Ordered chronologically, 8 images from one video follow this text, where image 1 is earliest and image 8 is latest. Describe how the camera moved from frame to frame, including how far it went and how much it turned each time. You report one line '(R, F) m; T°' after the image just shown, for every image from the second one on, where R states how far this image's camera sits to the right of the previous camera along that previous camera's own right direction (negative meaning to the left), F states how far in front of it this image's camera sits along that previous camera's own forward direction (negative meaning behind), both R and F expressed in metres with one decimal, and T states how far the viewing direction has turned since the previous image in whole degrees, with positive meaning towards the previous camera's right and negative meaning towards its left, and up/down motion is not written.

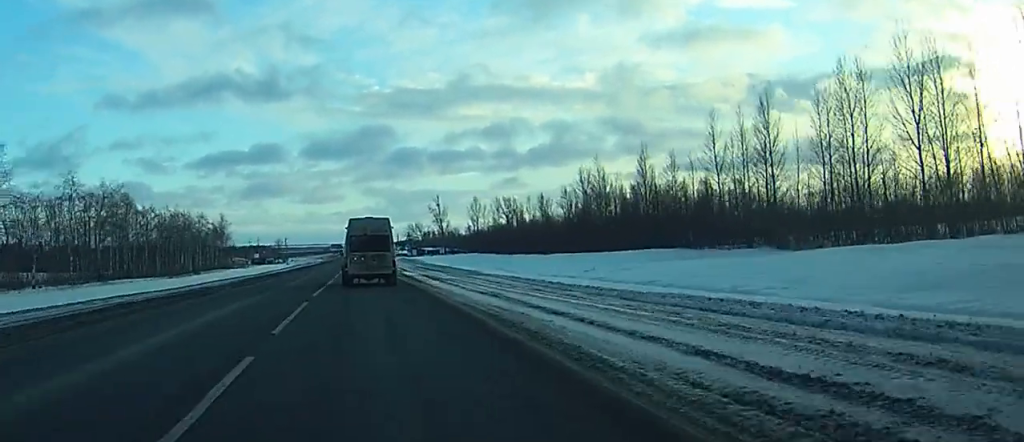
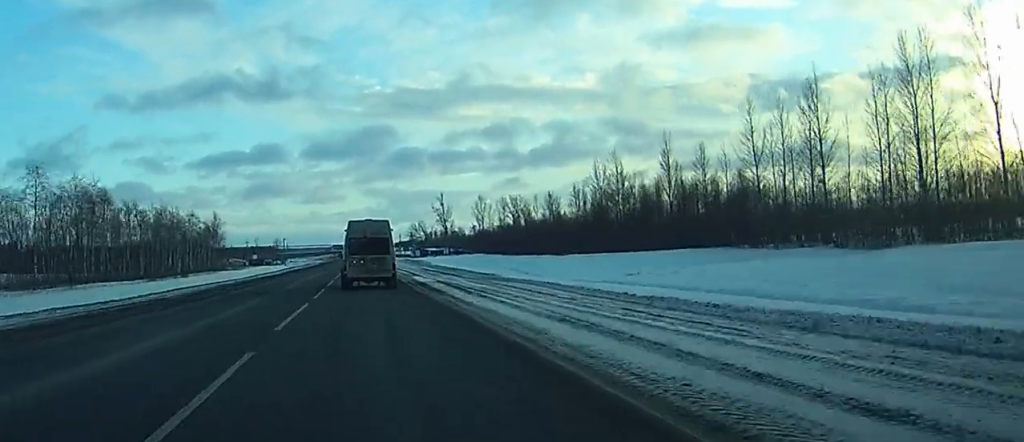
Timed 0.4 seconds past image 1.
(0.0, +11.4) m; 0°
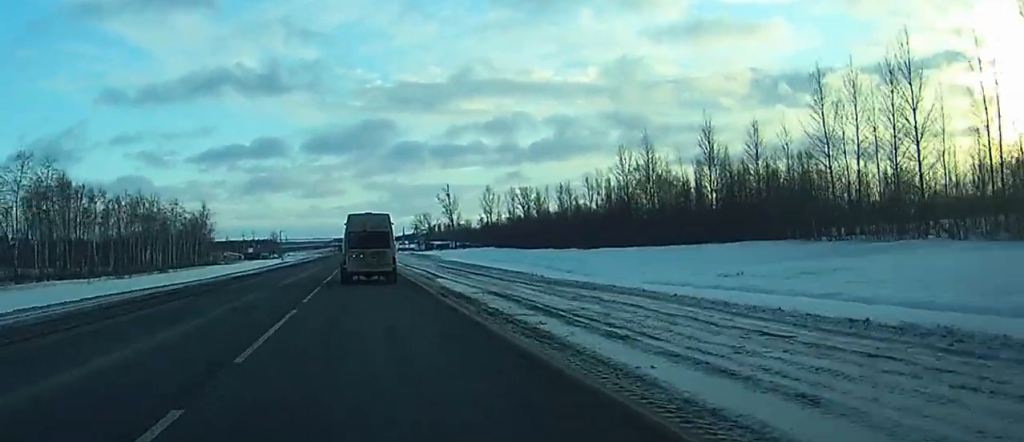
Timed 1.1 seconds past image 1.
(0.0, +16.7) m; 0°
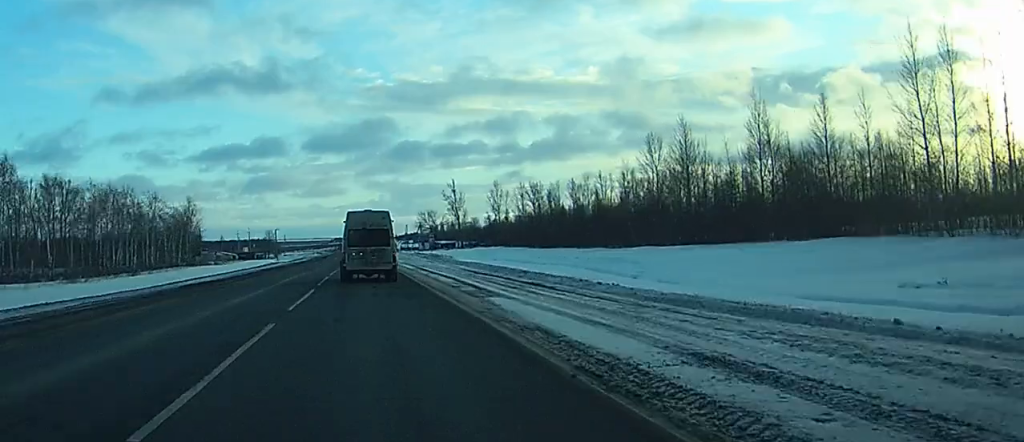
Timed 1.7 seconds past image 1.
(0.0, +16.8) m; 0°
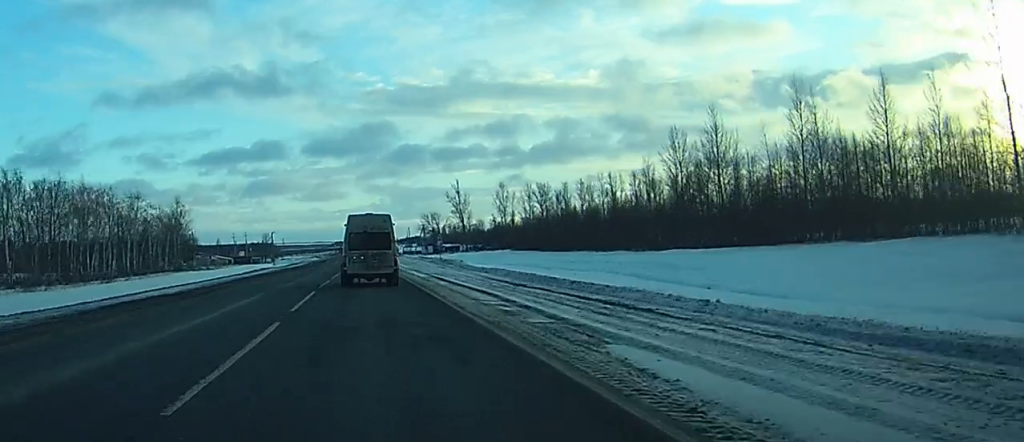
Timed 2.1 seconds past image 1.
(0.0, +11.8) m; 0°
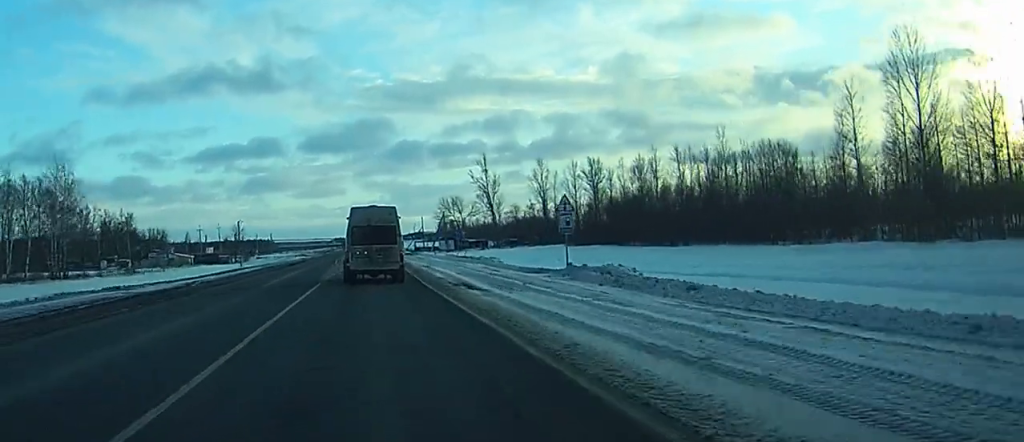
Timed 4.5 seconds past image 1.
(0.0, +66.1) m; 0°
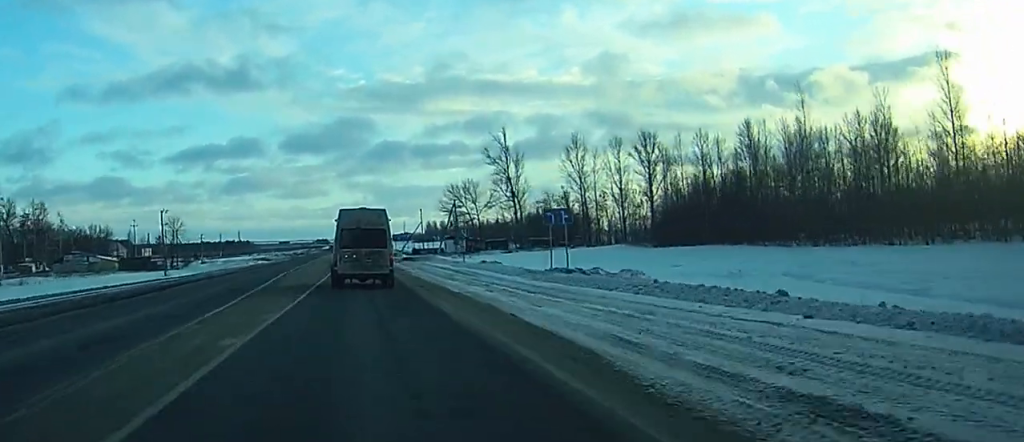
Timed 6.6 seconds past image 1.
(-0.1, +47.7) m; 0°
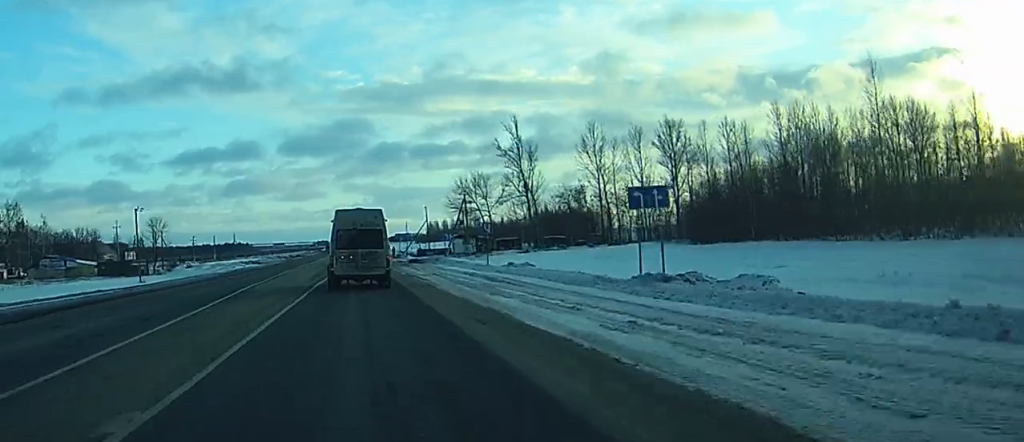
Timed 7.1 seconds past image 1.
(+0.1, +12.4) m; 0°
